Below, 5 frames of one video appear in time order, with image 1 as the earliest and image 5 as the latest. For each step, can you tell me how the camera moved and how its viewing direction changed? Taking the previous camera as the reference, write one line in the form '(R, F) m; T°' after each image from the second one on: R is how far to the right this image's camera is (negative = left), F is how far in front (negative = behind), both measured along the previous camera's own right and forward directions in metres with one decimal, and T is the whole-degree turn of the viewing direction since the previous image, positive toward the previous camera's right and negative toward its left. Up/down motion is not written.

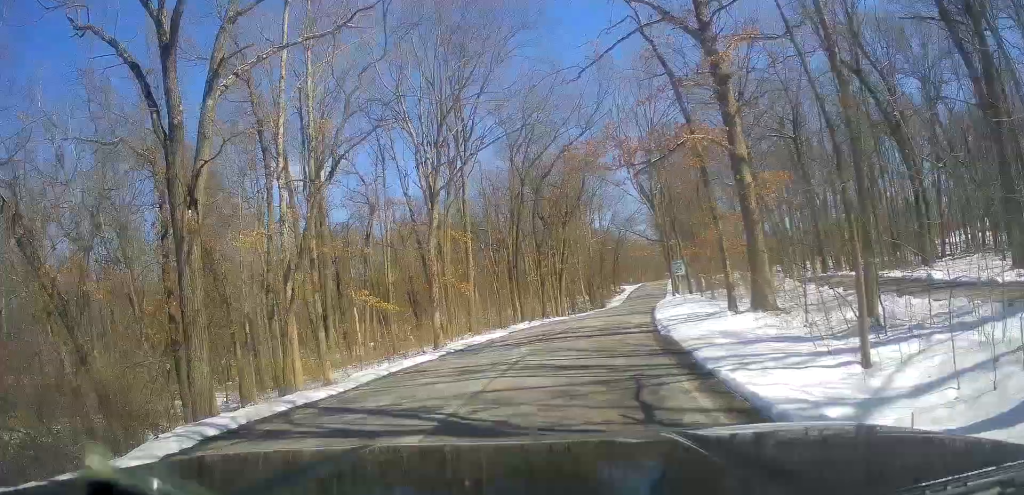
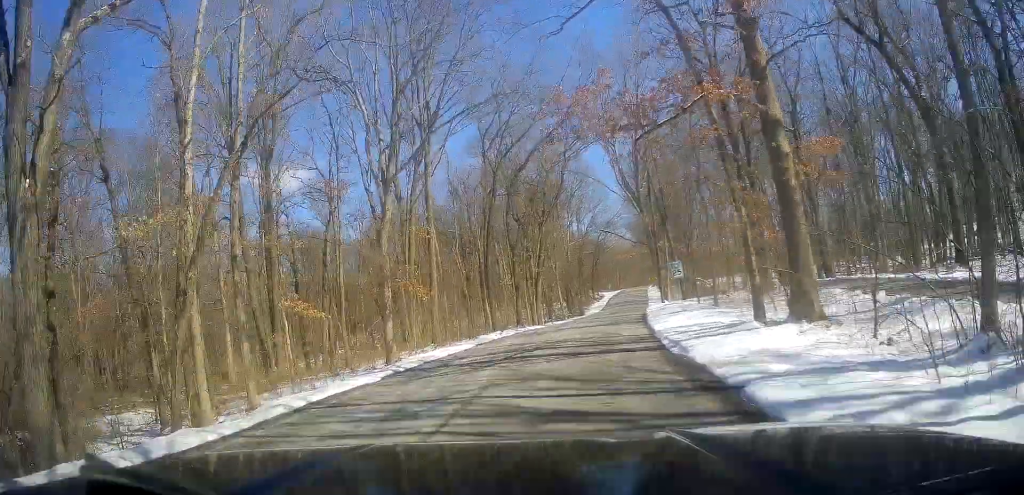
(+0.3, +4.9) m; +2°
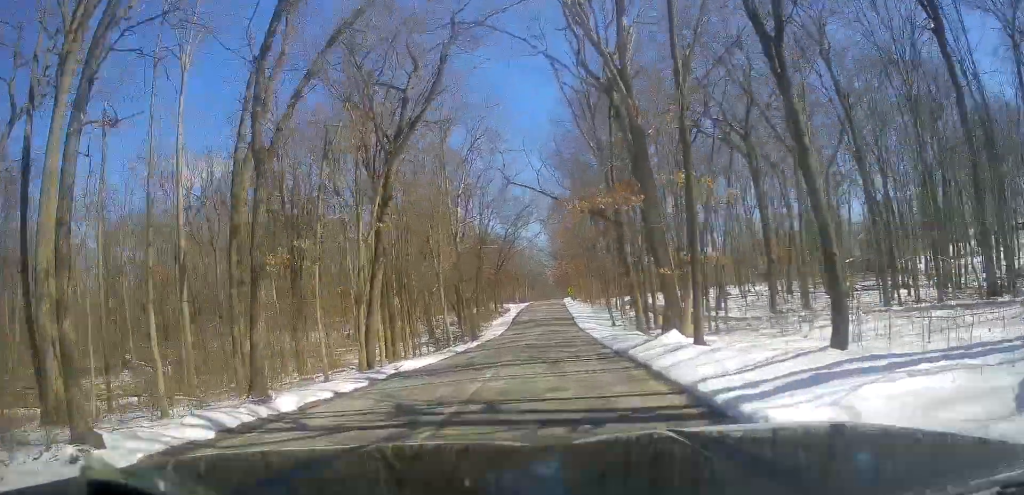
(+2.4, +28.5) m; +8°
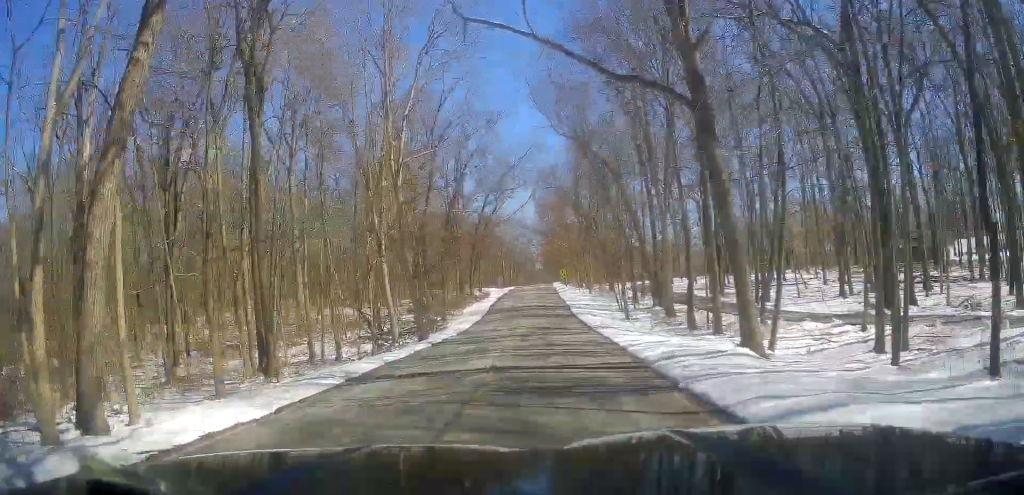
(+0.9, +16.6) m; +2°
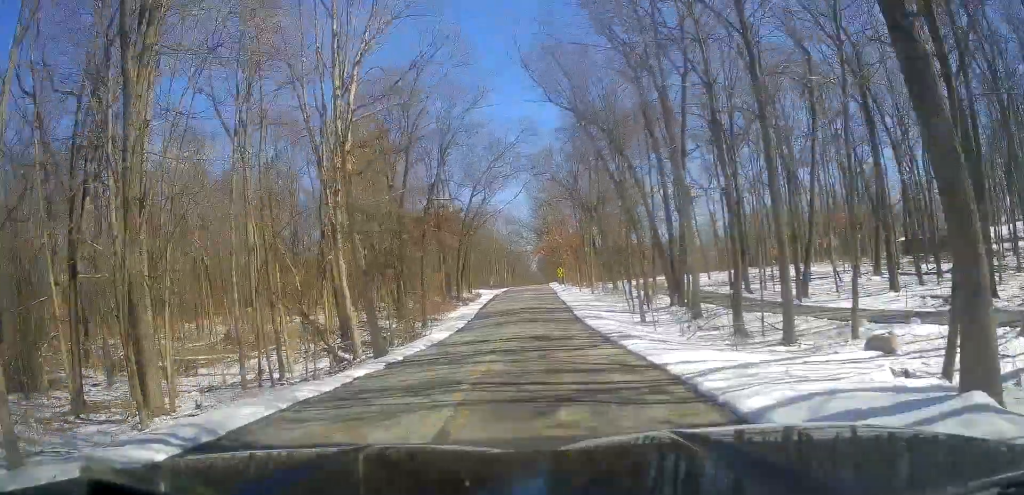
(-0.2, +7.6) m; -1°
